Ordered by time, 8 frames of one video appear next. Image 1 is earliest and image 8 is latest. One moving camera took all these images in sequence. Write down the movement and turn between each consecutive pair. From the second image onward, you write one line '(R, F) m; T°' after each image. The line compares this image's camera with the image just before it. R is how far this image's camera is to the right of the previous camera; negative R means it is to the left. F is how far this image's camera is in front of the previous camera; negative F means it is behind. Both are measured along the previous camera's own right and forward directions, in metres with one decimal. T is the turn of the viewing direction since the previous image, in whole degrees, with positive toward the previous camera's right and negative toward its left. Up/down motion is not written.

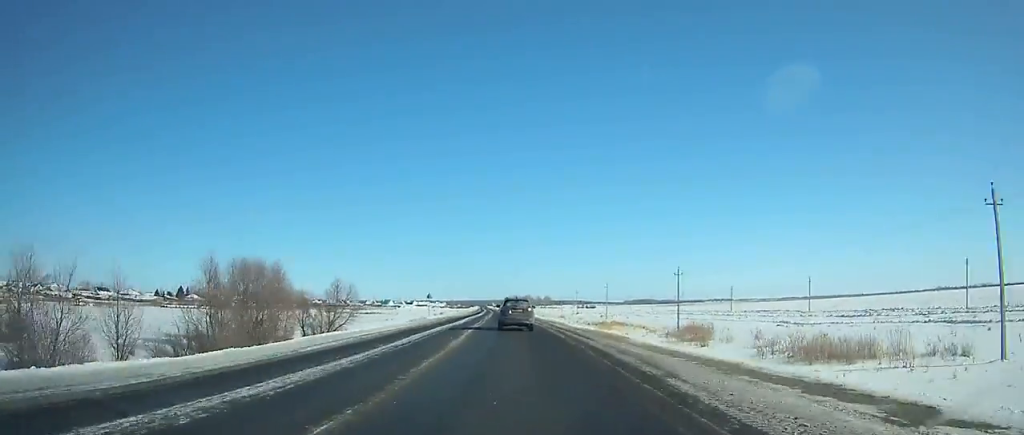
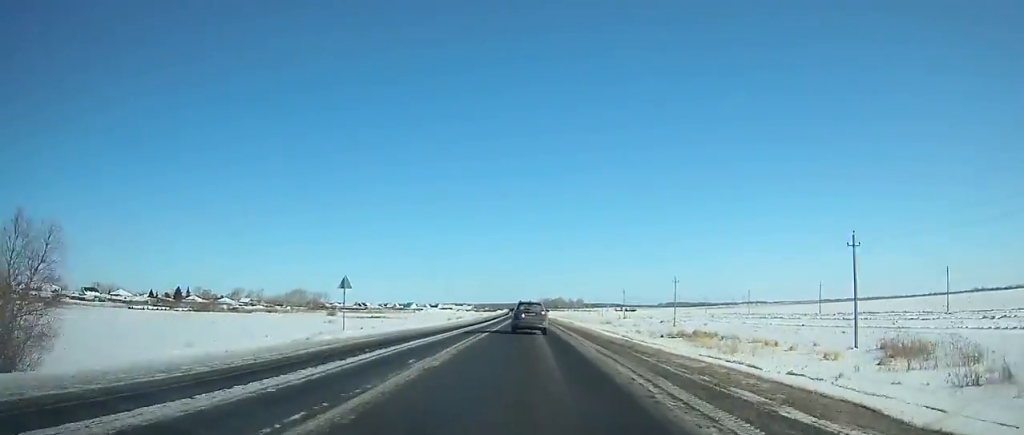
(-0.8, +45.5) m; -2°
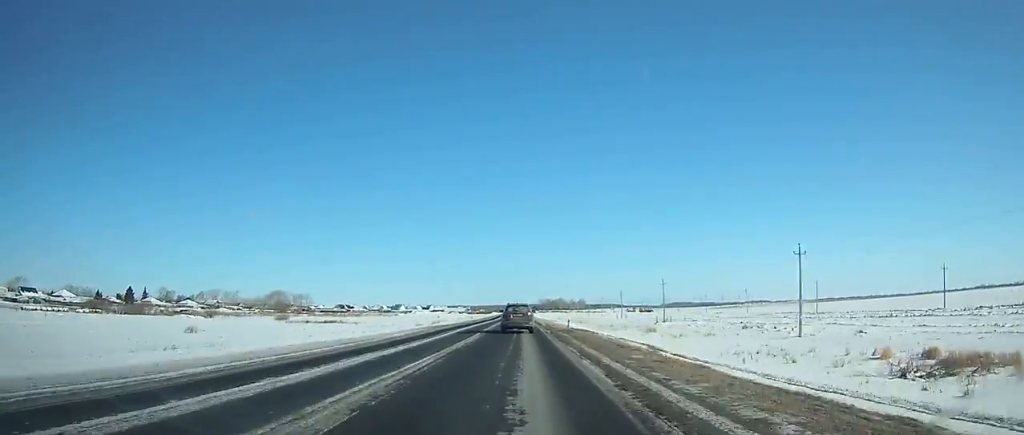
(-1.1, +55.9) m; -2°
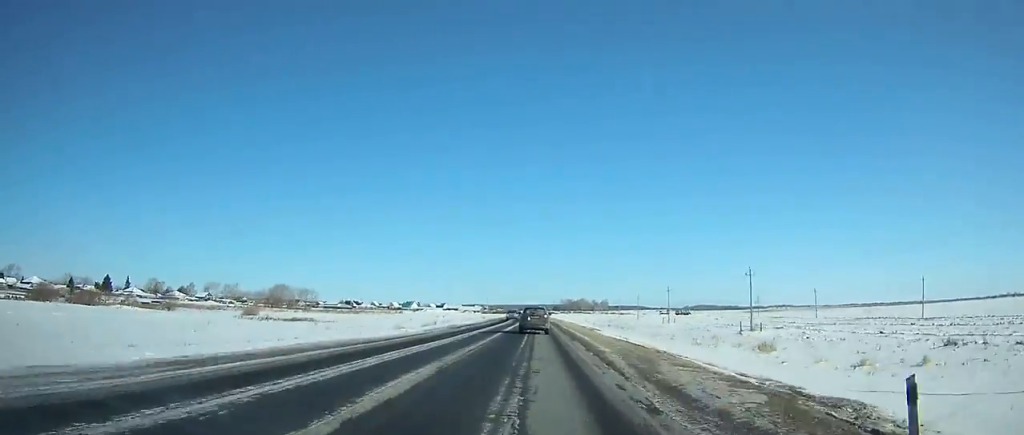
(-0.3, +40.9) m; -1°
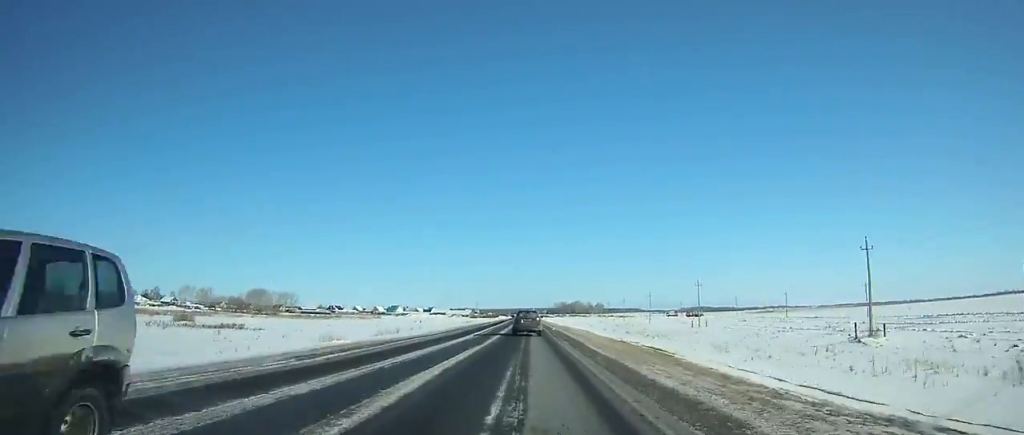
(-0.2, +34.8) m; 0°
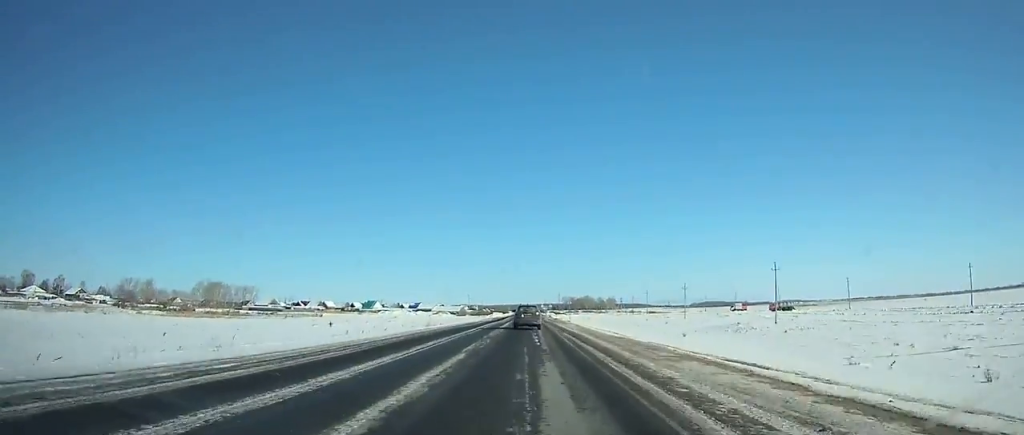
(0.0, +91.2) m; 0°
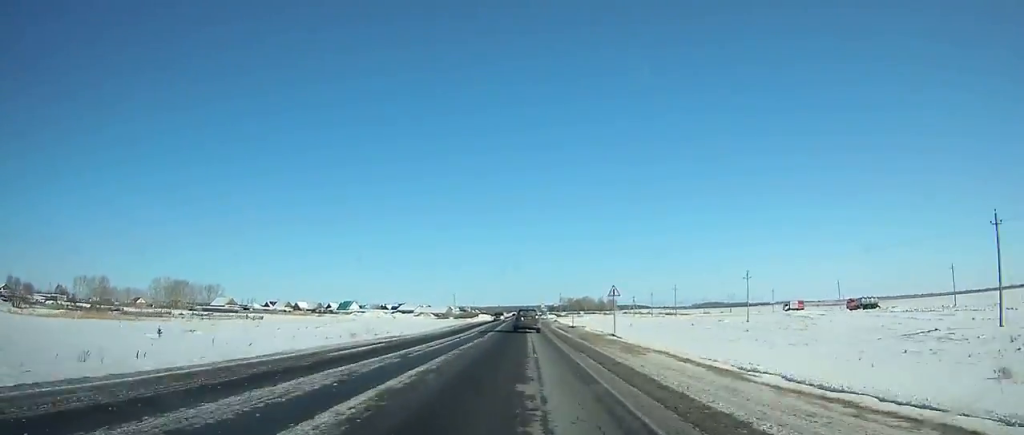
(+0.3, +49.5) m; 0°
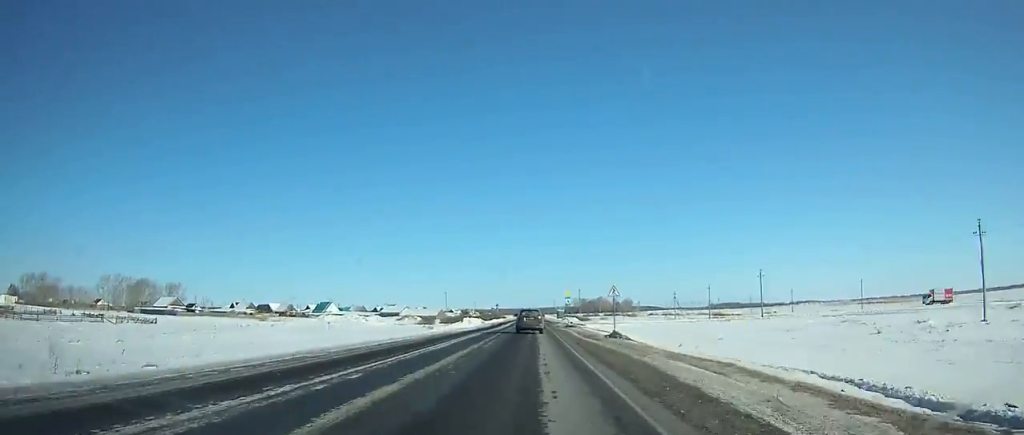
(-0.2, +60.8) m; 0°
